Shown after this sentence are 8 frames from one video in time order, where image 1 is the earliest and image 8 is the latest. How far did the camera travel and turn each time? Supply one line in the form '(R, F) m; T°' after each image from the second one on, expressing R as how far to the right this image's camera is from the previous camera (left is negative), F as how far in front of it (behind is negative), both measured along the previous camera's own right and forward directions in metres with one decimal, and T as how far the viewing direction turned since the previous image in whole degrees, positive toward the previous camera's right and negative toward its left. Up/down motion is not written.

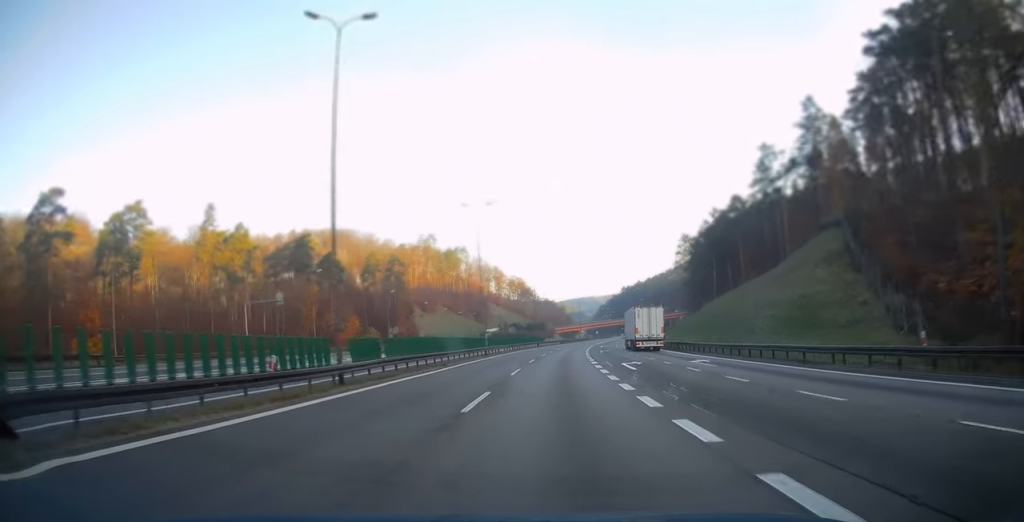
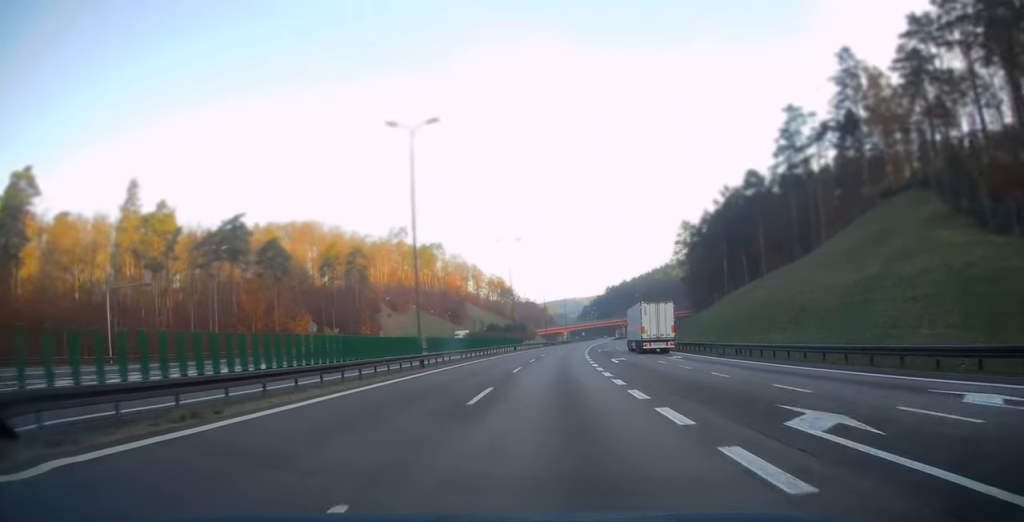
(+0.2, +22.6) m; +2°
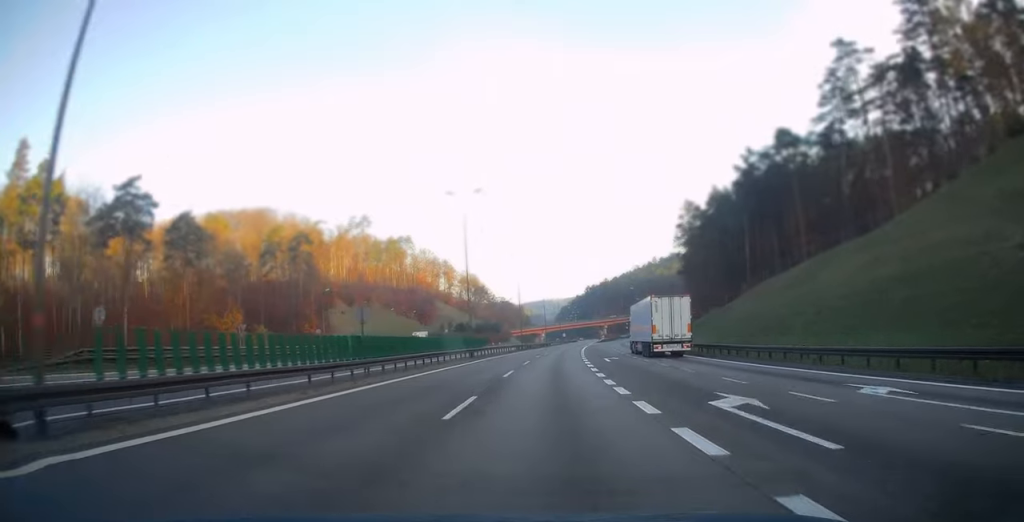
(+0.6, +26.3) m; +2°
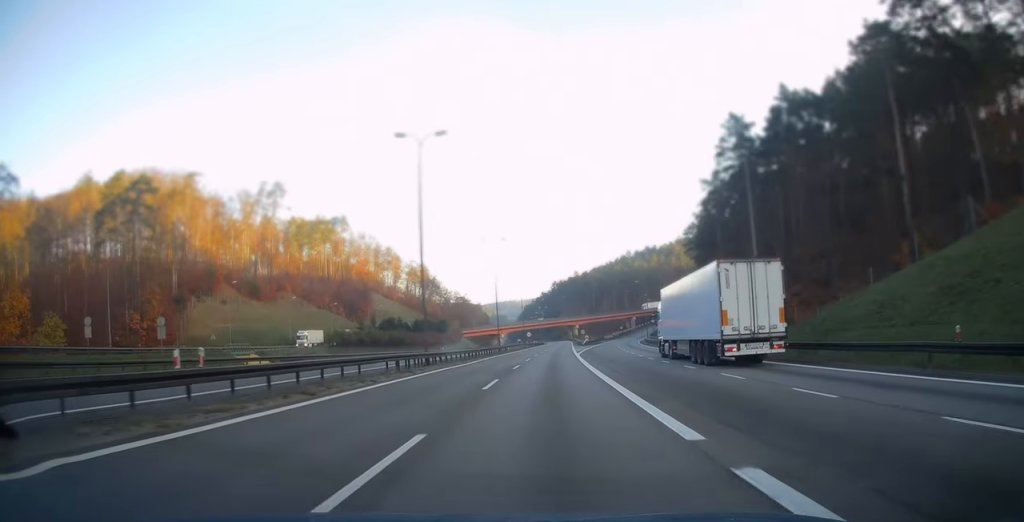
(+1.8, +54.1) m; +4°
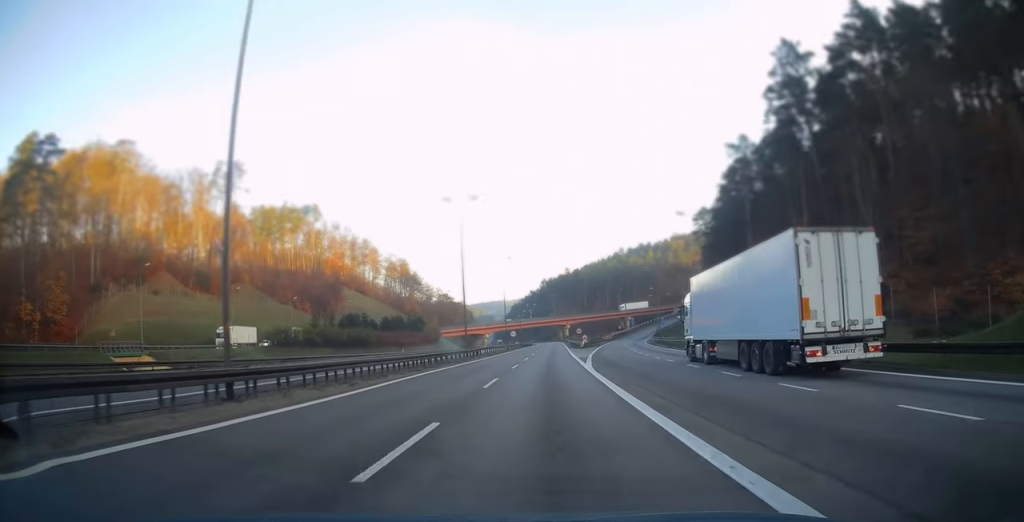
(+0.3, +22.7) m; +1°
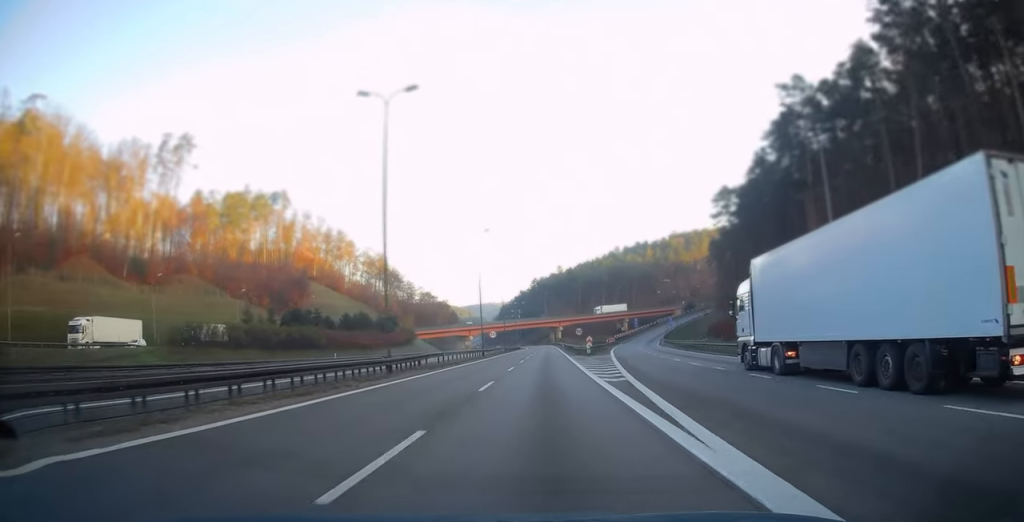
(+0.2, +24.7) m; +1°
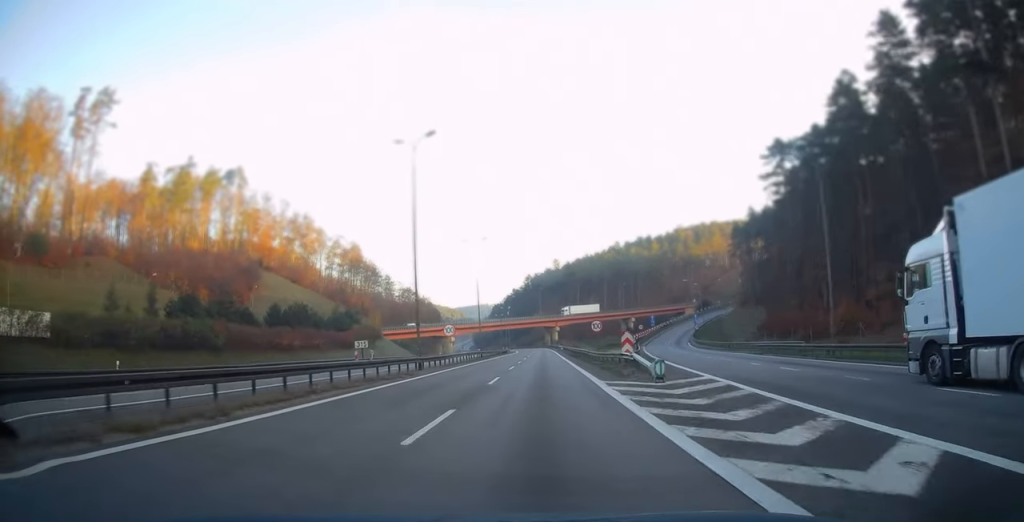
(+0.2, +33.0) m; +1°
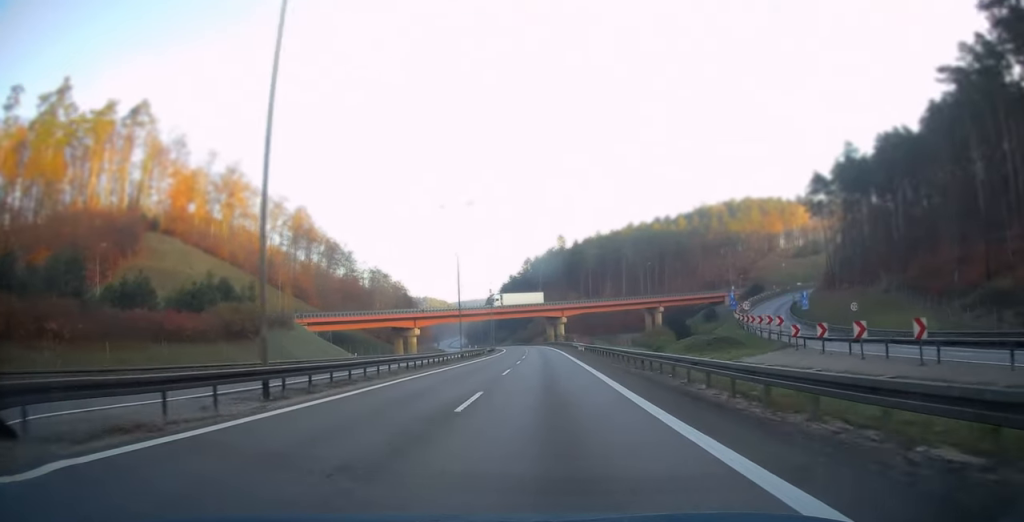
(+0.3, +56.6) m; 0°
